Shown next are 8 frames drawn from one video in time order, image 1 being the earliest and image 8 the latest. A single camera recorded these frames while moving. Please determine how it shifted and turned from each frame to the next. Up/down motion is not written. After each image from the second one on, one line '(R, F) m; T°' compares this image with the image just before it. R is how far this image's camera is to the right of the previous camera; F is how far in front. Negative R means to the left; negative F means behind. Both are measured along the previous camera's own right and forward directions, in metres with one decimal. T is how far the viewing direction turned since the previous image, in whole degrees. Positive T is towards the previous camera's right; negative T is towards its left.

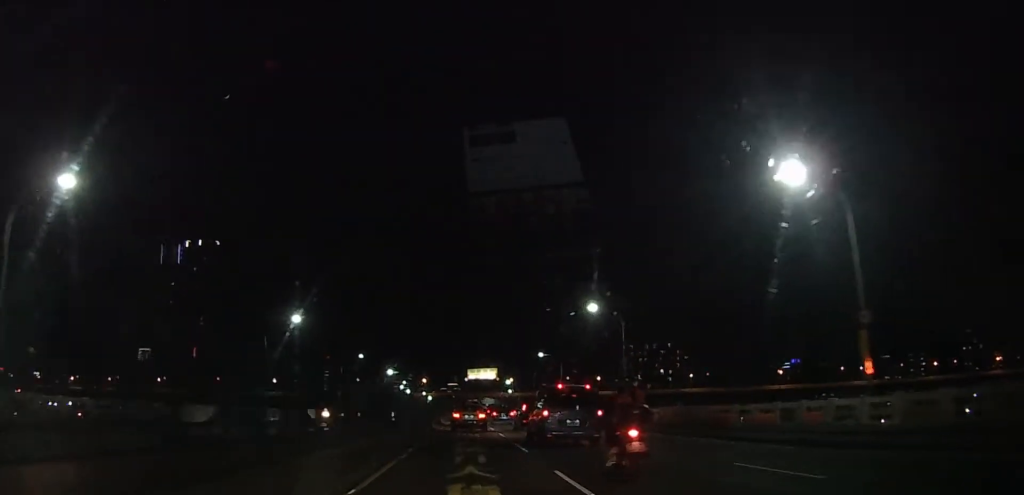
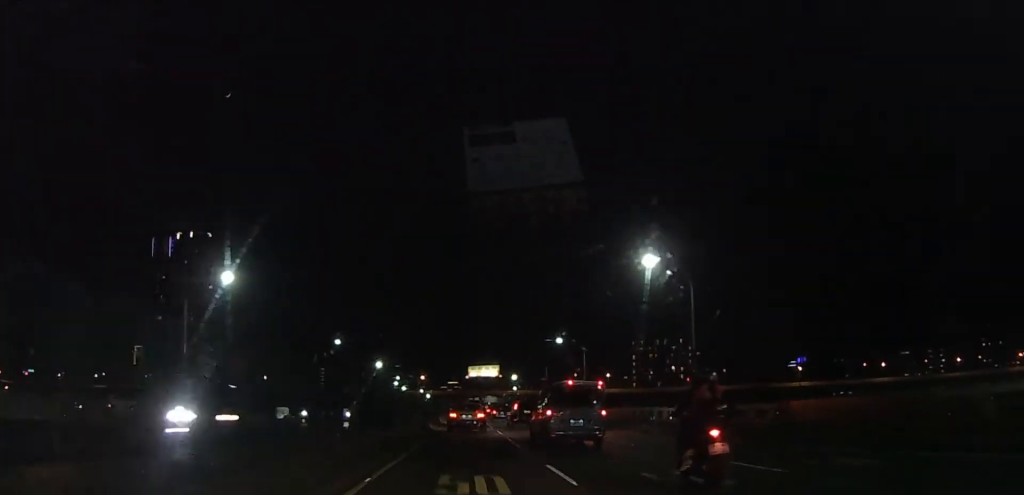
(-0.4, +19.0) m; +1°
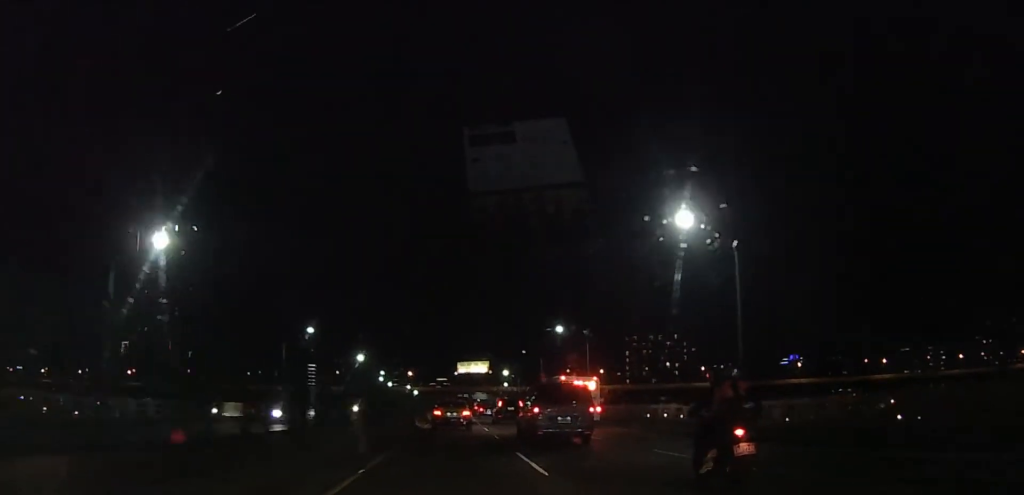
(+0.4, +9.2) m; +2°
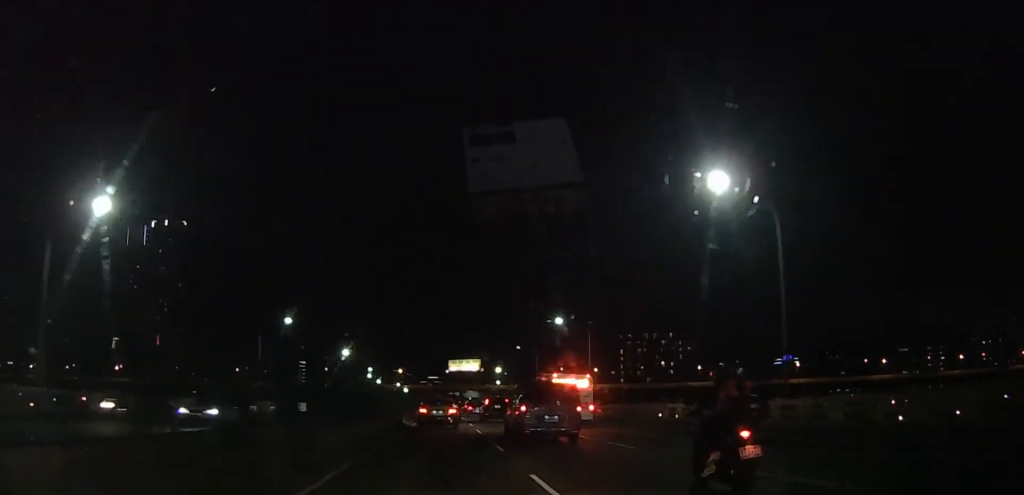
(+0.1, +6.0) m; +1°
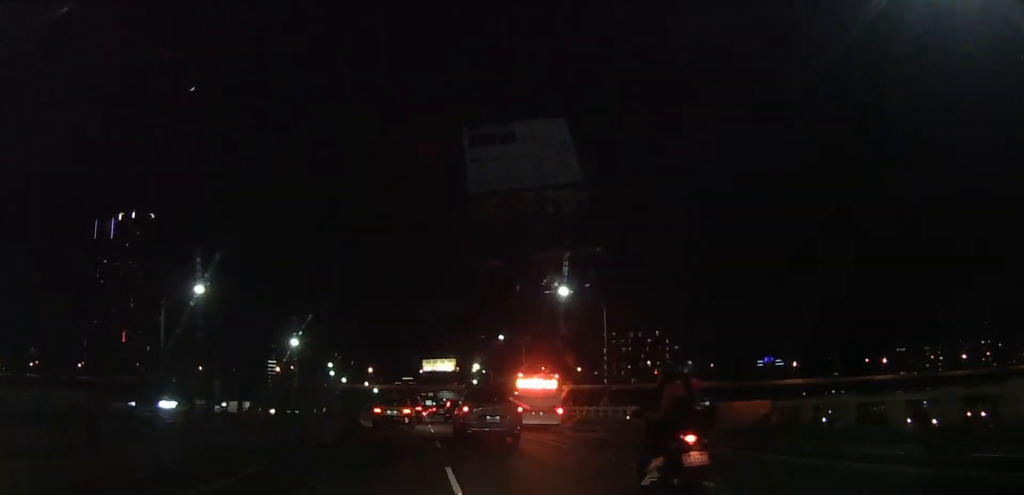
(+0.5, +18.5) m; 0°
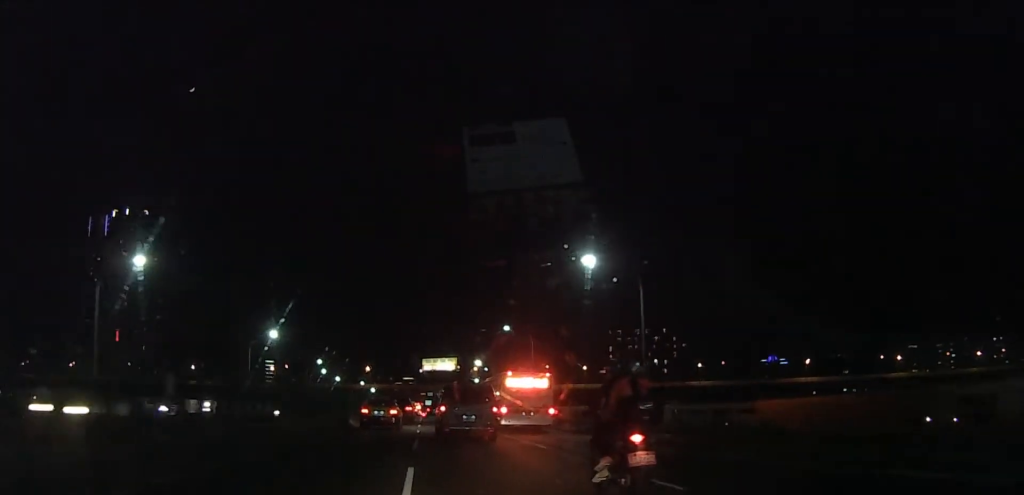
(-0.2, +10.5) m; -2°
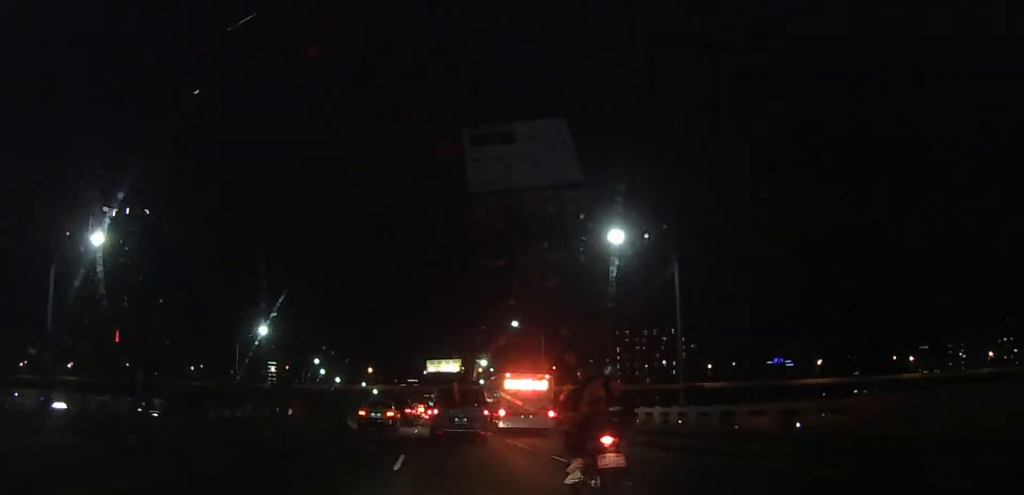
(-0.4, +6.0) m; -2°
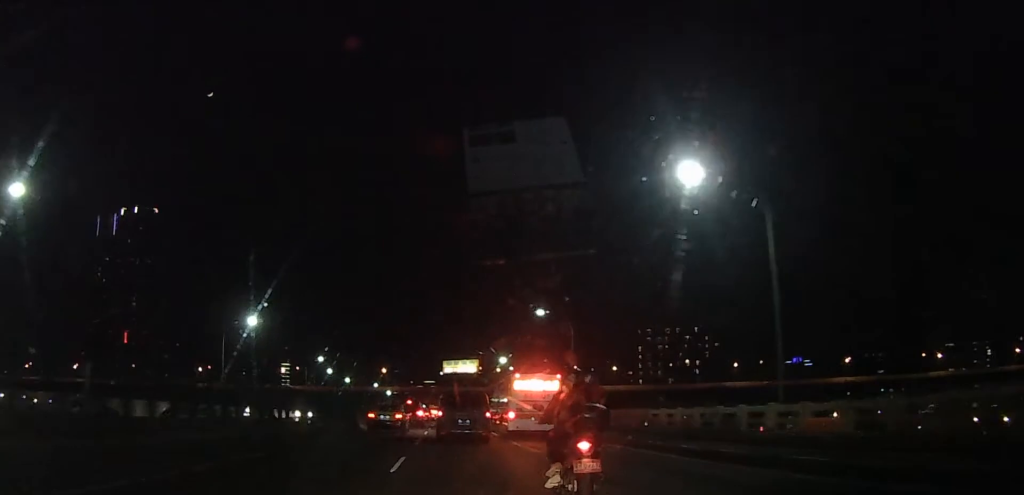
(+0.1, +9.4) m; 0°
